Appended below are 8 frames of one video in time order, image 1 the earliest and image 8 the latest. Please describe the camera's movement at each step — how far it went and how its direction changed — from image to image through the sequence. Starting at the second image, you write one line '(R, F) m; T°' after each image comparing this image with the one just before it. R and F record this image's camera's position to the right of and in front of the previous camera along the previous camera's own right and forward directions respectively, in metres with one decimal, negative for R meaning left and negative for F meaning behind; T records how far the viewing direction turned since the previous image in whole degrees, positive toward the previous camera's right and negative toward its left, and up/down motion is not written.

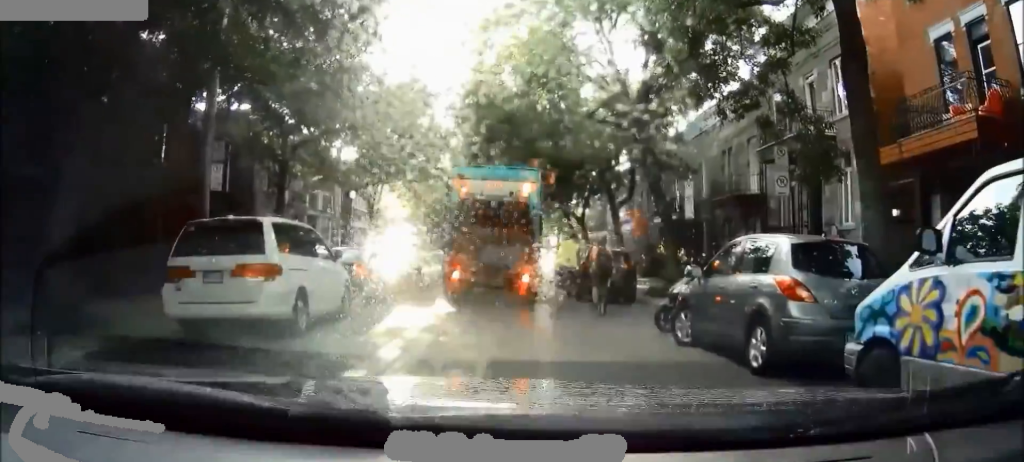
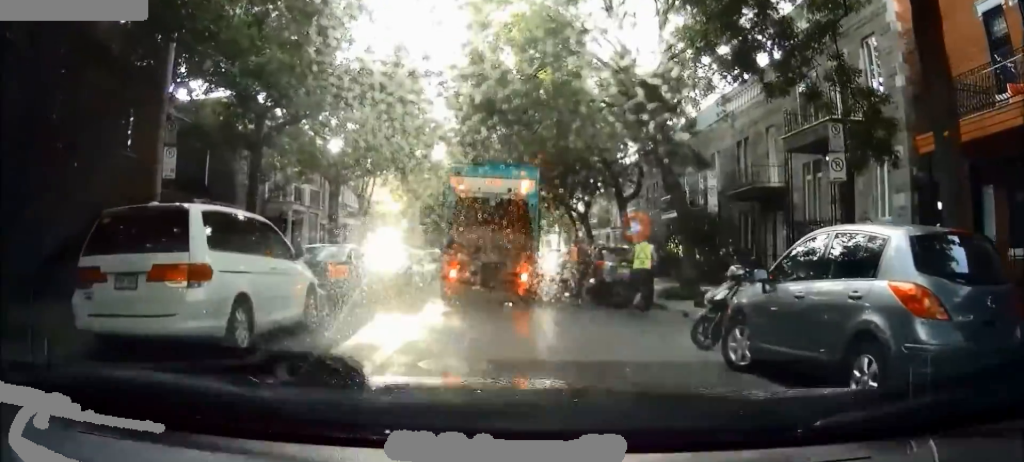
(+0.1, +2.8) m; +3°
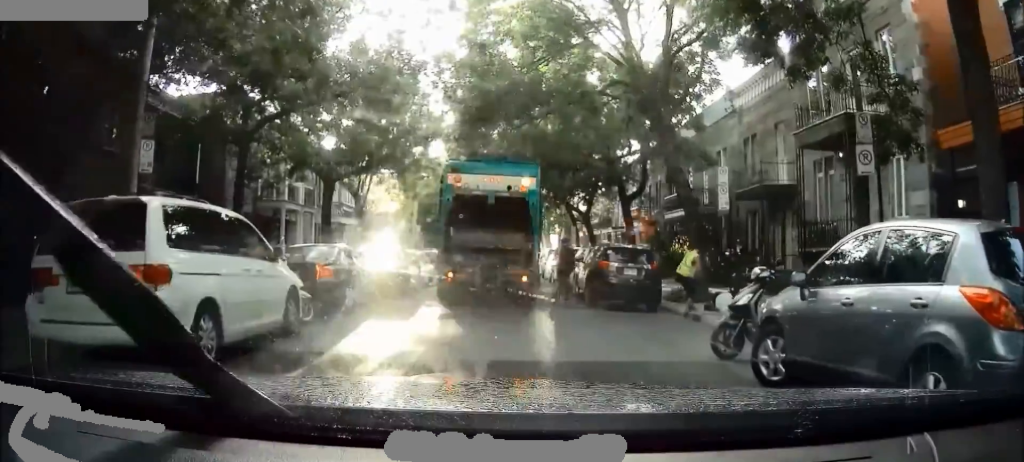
(0.0, +1.1) m; 0°
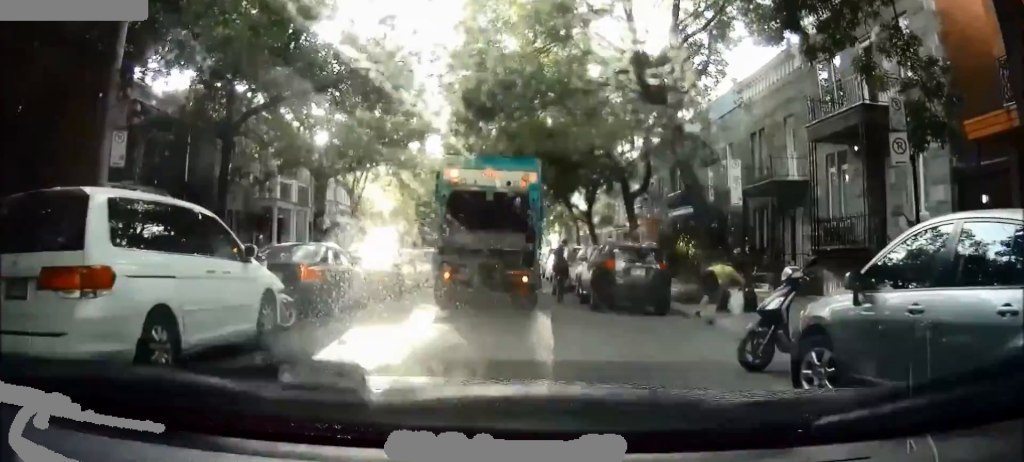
(0.0, +1.2) m; 0°
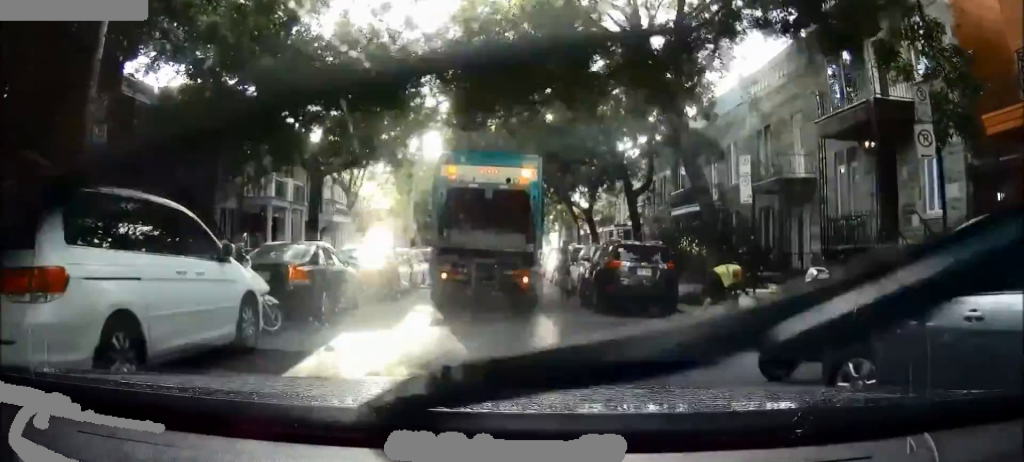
(0.0, +0.8) m; 0°
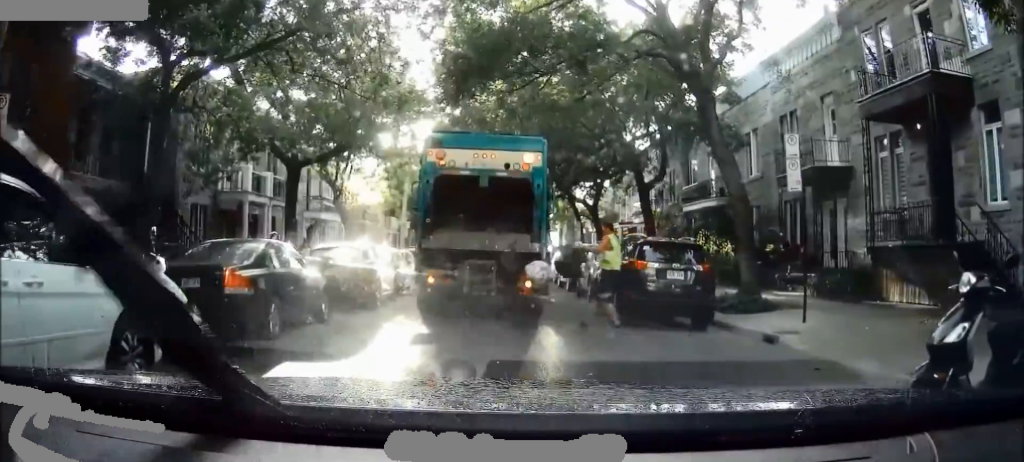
(0.0, +3.0) m; -1°
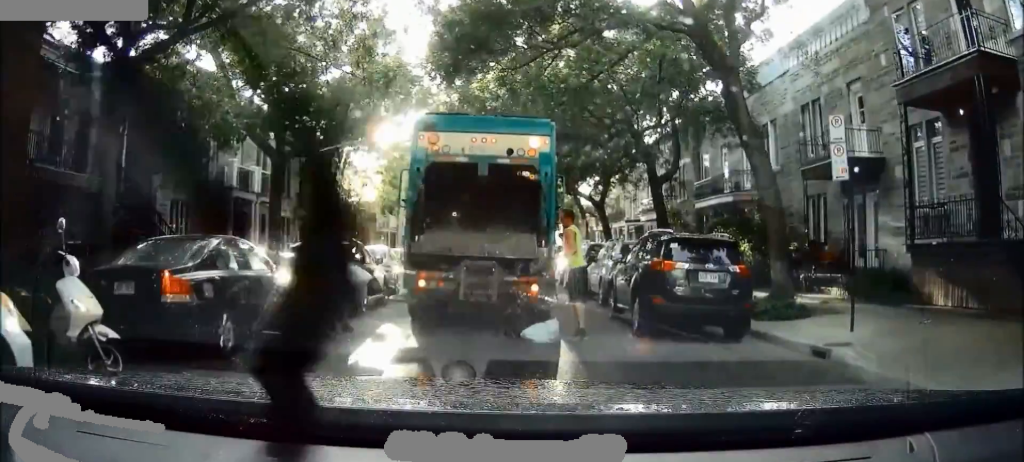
(+0.1, +1.6) m; 0°
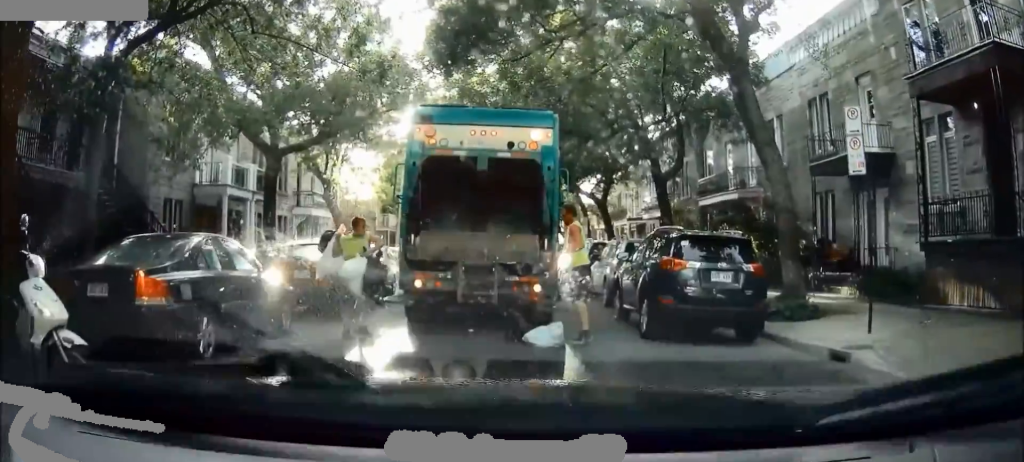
(+0.1, +0.5) m; 0°
